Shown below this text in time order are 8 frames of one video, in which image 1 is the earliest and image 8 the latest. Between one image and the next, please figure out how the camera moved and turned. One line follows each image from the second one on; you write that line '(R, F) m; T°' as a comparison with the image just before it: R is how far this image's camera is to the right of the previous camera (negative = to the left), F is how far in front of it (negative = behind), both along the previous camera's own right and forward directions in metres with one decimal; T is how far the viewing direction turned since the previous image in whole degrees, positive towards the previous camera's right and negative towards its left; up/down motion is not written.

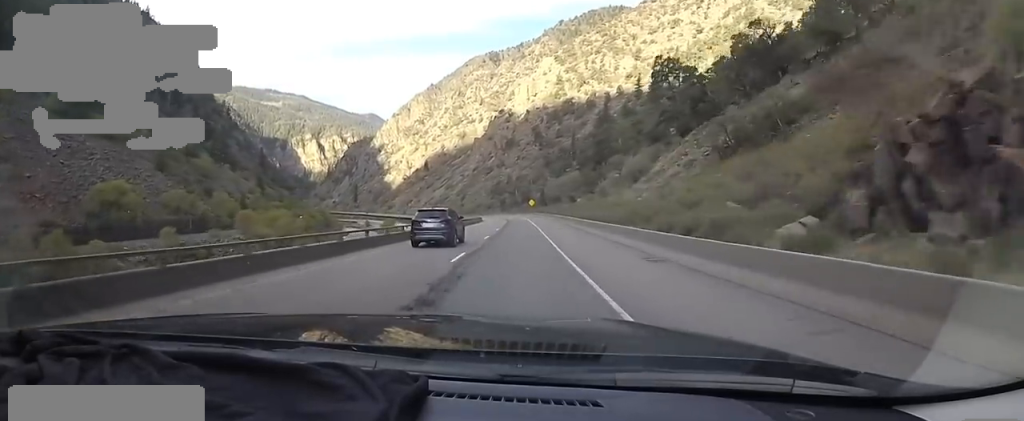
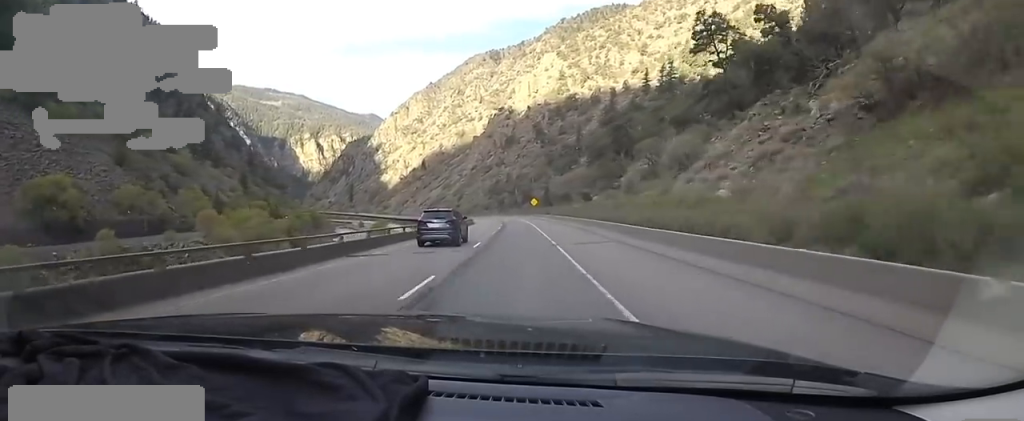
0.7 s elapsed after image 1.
(-0.1, +18.3) m; -1°
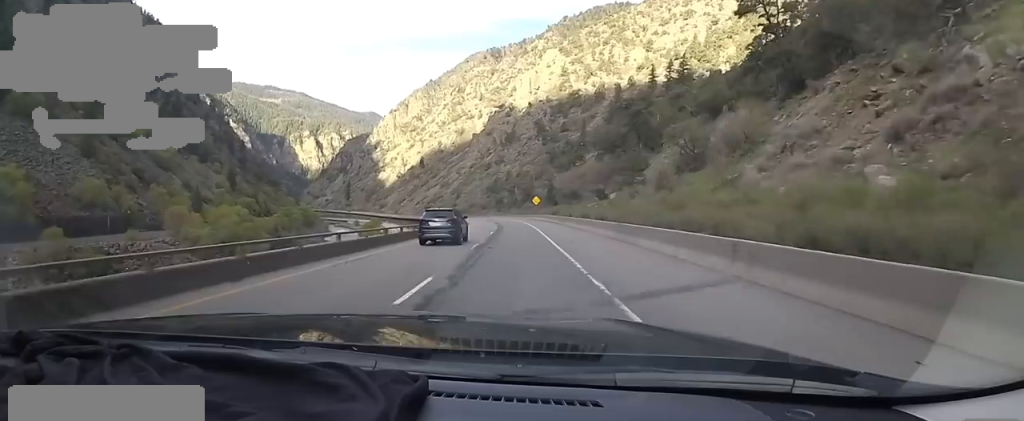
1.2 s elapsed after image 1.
(+0.3, +12.5) m; -1°
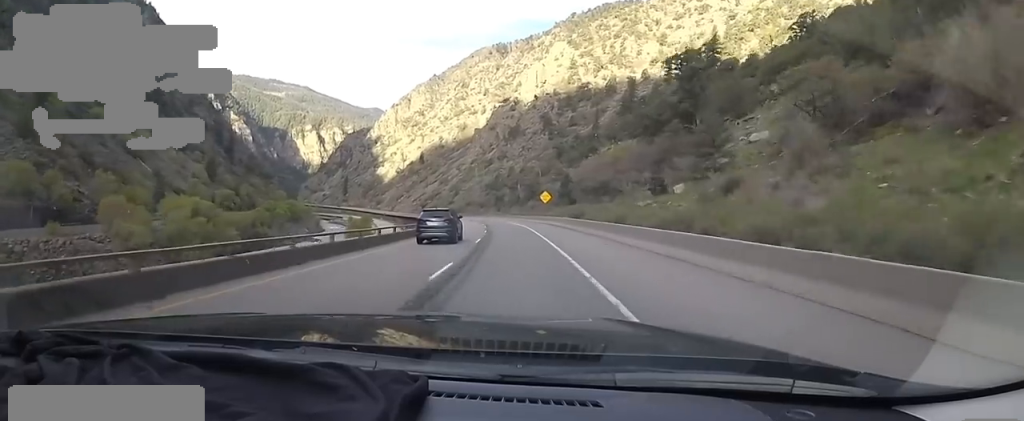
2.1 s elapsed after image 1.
(-0.8, +21.7) m; -1°
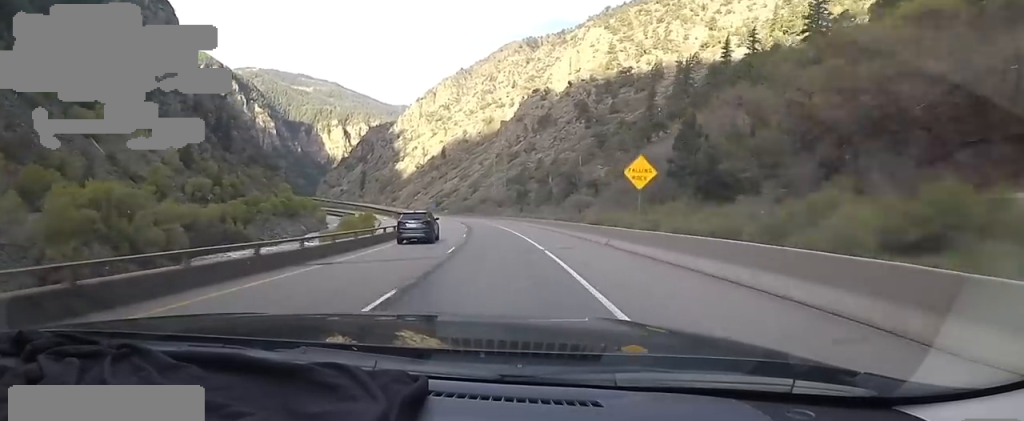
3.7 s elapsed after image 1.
(-0.3, +40.6) m; -3°
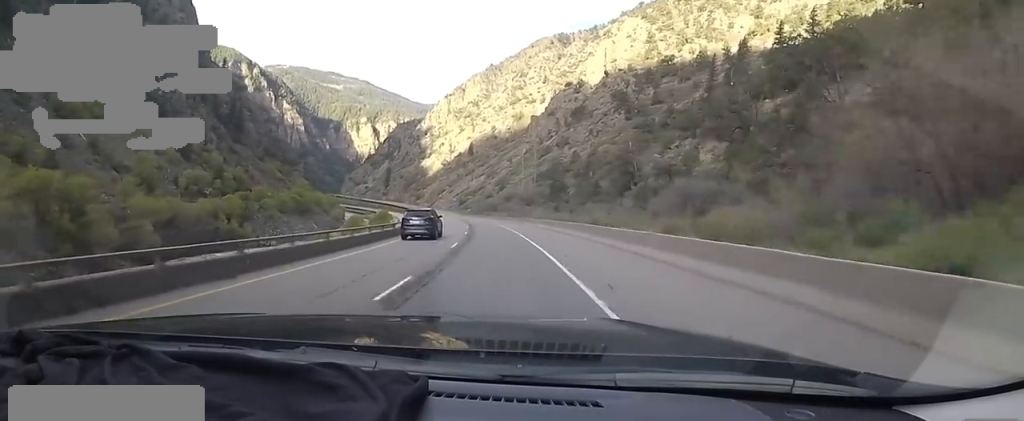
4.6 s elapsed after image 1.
(-0.9, +22.4) m; -3°
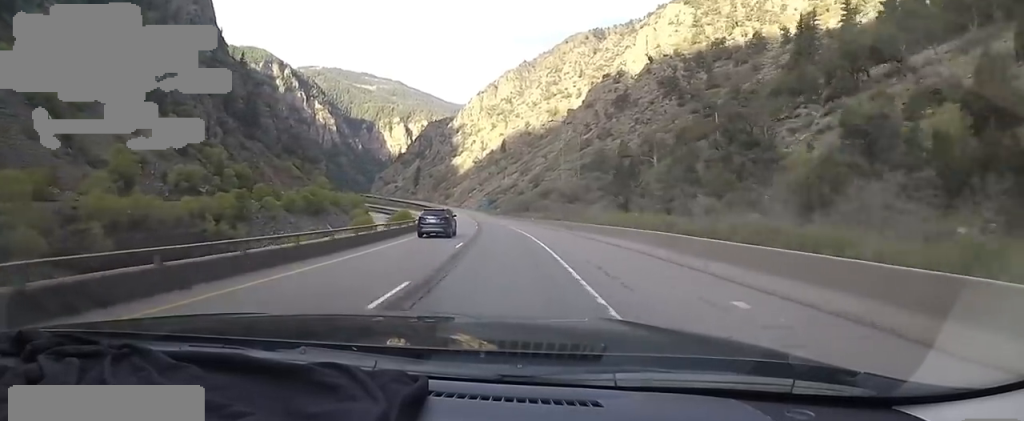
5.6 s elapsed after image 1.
(-0.2, +25.0) m; -3°
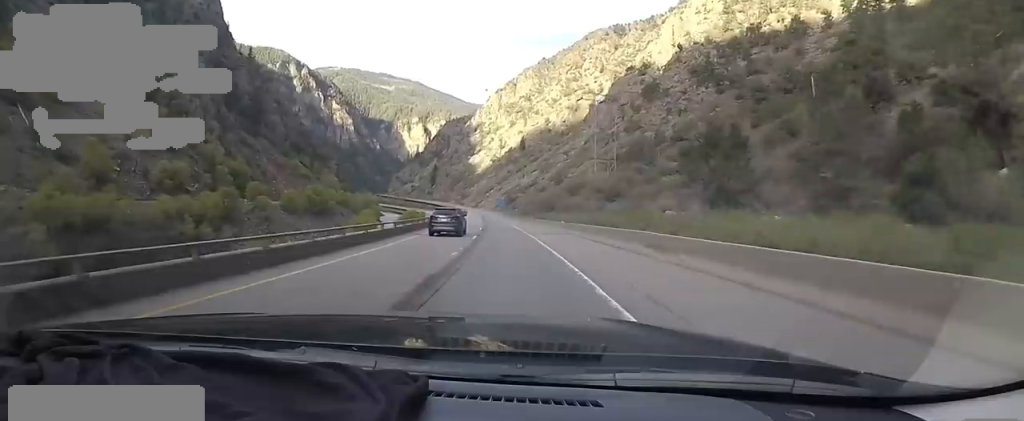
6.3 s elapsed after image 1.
(-0.6, +17.6) m; -3°
